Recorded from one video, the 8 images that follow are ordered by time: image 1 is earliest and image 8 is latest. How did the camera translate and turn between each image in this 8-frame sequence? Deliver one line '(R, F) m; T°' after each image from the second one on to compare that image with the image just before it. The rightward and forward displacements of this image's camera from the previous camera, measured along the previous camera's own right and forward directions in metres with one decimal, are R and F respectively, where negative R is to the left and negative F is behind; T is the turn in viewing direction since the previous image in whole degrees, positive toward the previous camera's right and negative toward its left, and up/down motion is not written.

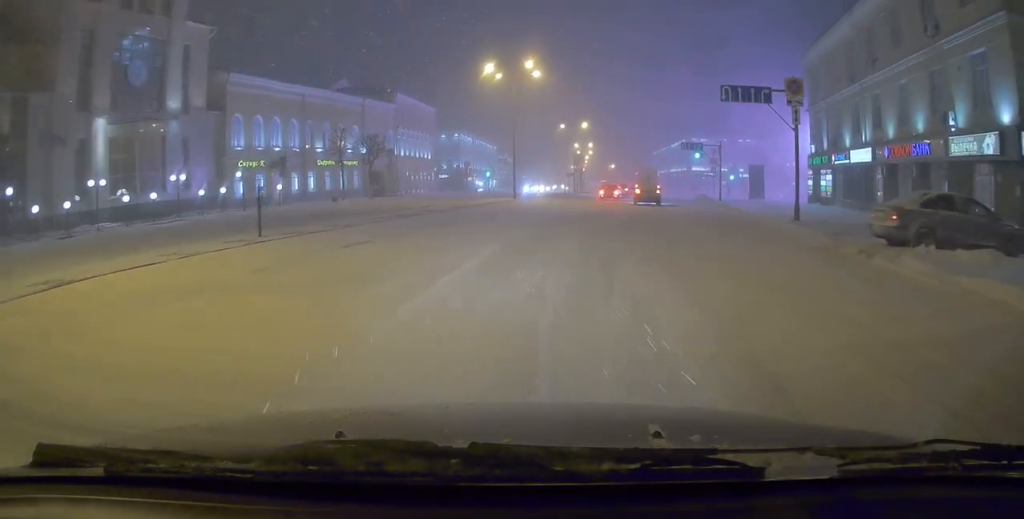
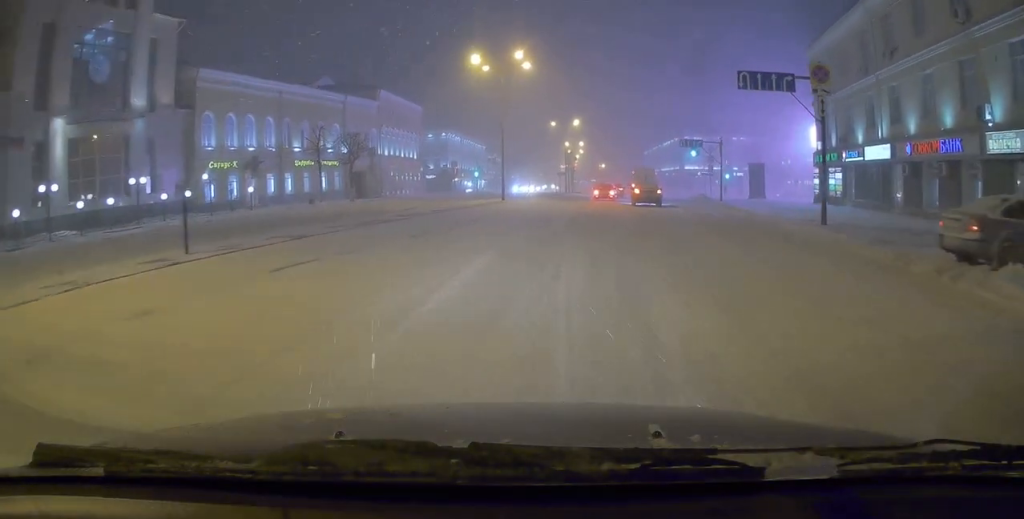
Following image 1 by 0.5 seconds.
(+0.2, +3.1) m; +1°
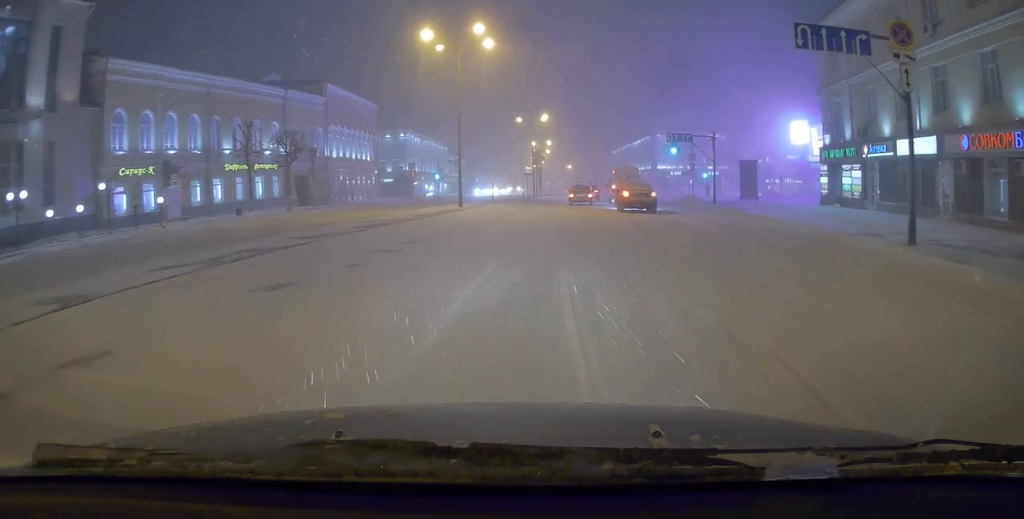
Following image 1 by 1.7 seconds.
(-0.2, +7.1) m; 0°
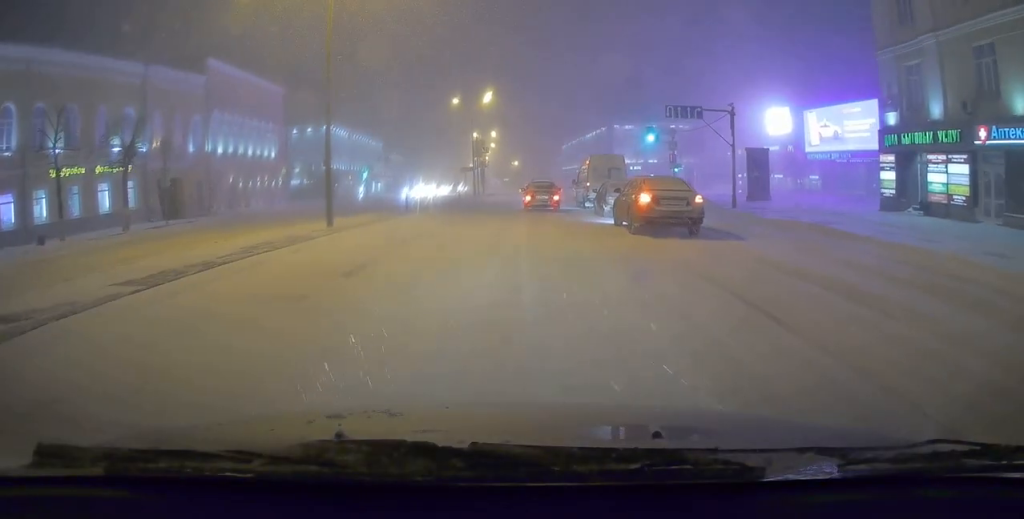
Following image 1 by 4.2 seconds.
(+0.9, +14.7) m; +6°
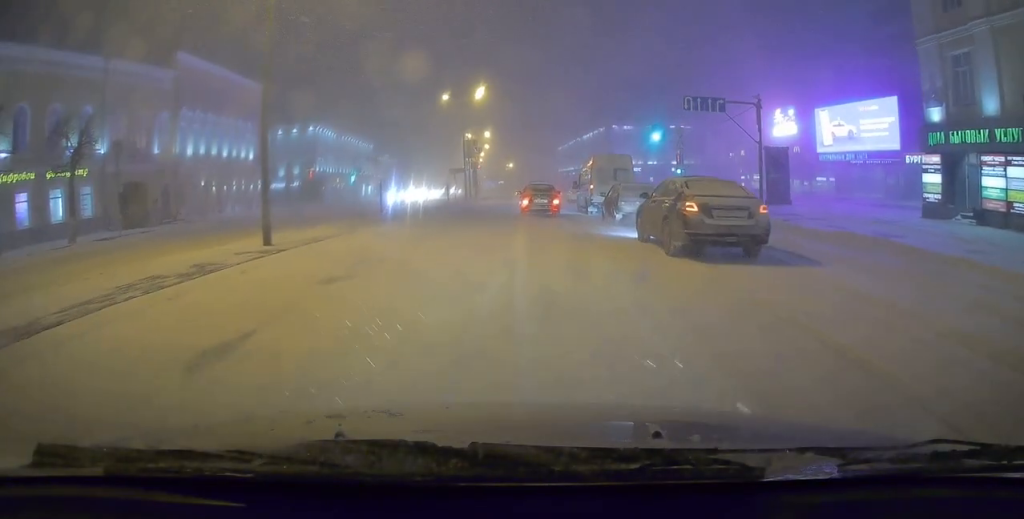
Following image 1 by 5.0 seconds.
(+0.1, +4.4) m; +2°
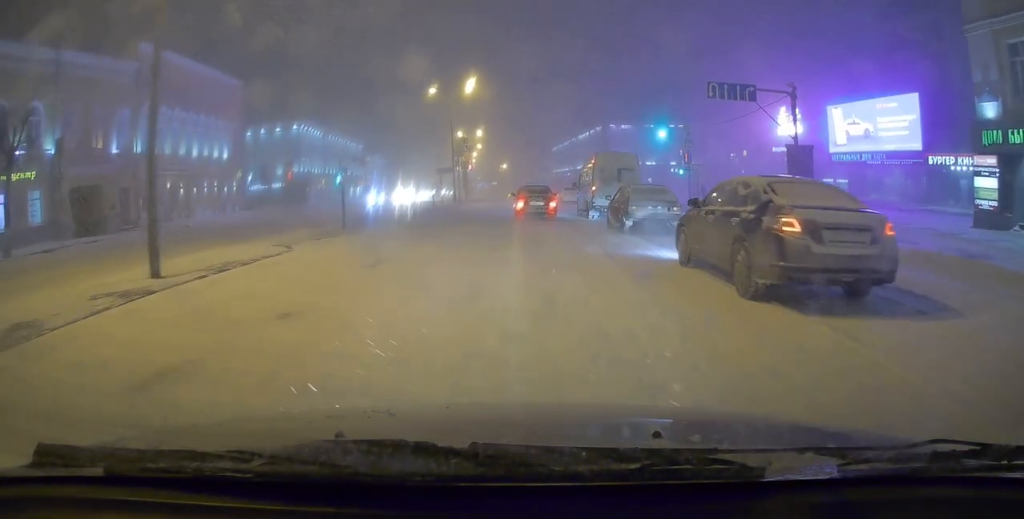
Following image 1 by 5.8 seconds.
(+0.2, +4.5) m; 0°
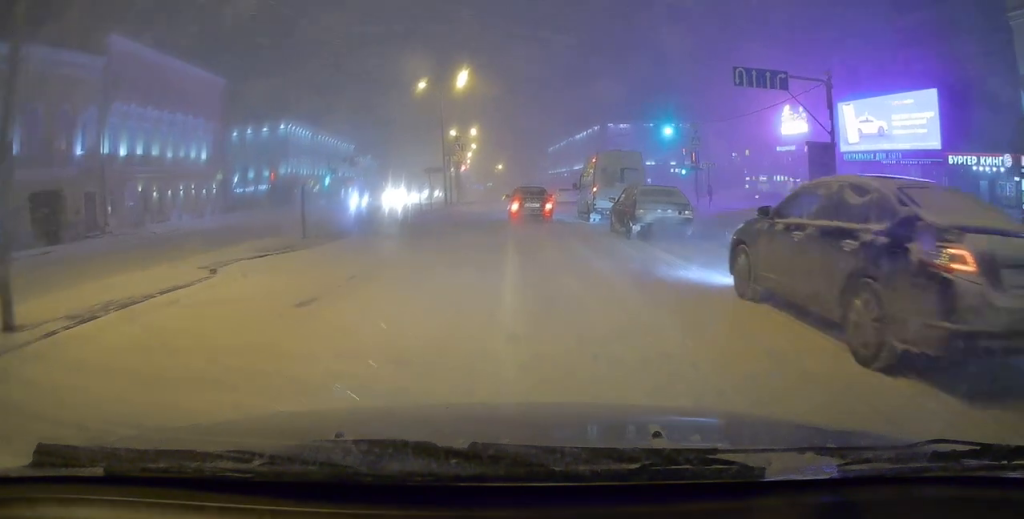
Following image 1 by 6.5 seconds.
(-0.1, +3.5) m; -2°
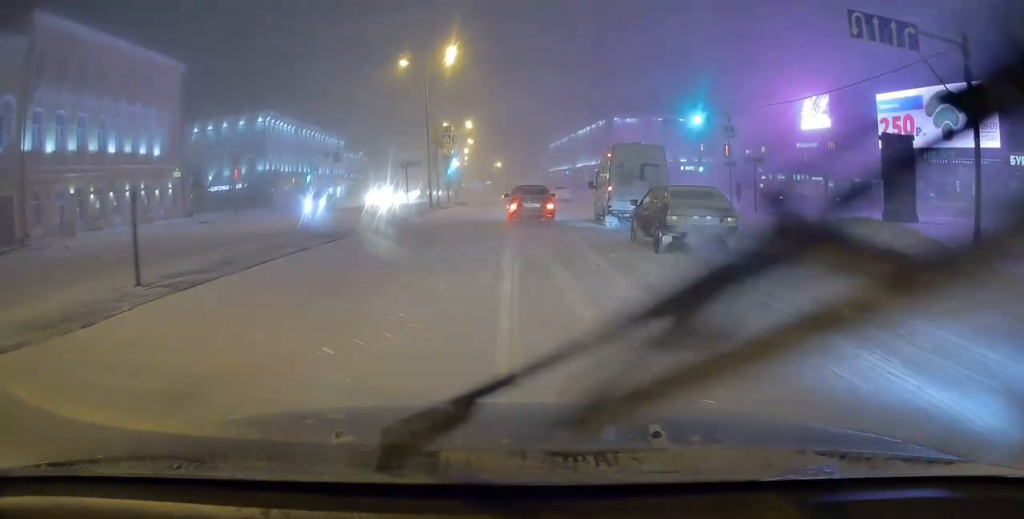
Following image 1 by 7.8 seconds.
(+0.1, +7.4) m; +2°
